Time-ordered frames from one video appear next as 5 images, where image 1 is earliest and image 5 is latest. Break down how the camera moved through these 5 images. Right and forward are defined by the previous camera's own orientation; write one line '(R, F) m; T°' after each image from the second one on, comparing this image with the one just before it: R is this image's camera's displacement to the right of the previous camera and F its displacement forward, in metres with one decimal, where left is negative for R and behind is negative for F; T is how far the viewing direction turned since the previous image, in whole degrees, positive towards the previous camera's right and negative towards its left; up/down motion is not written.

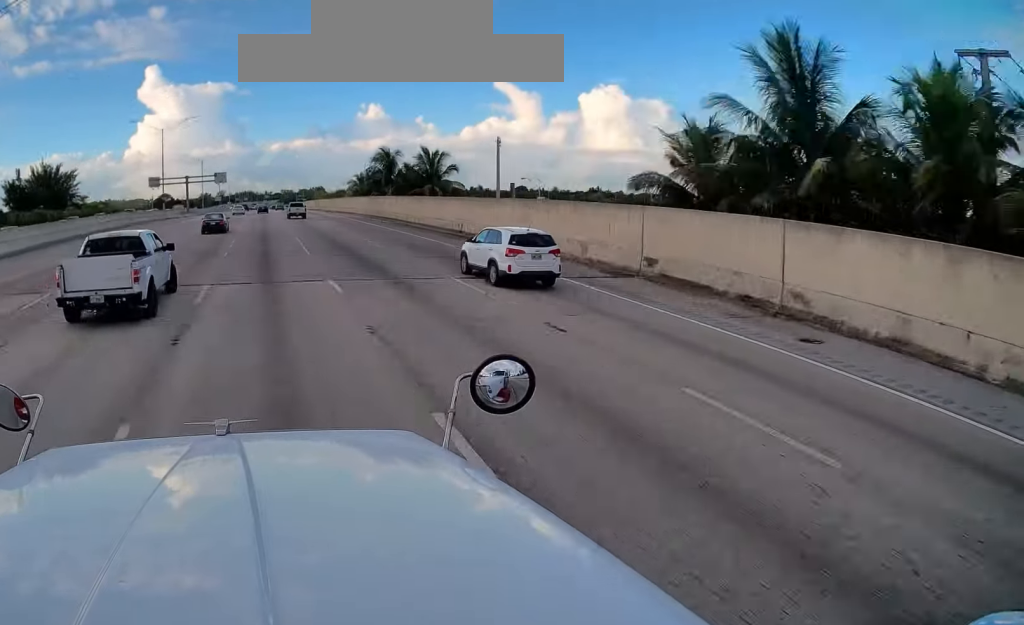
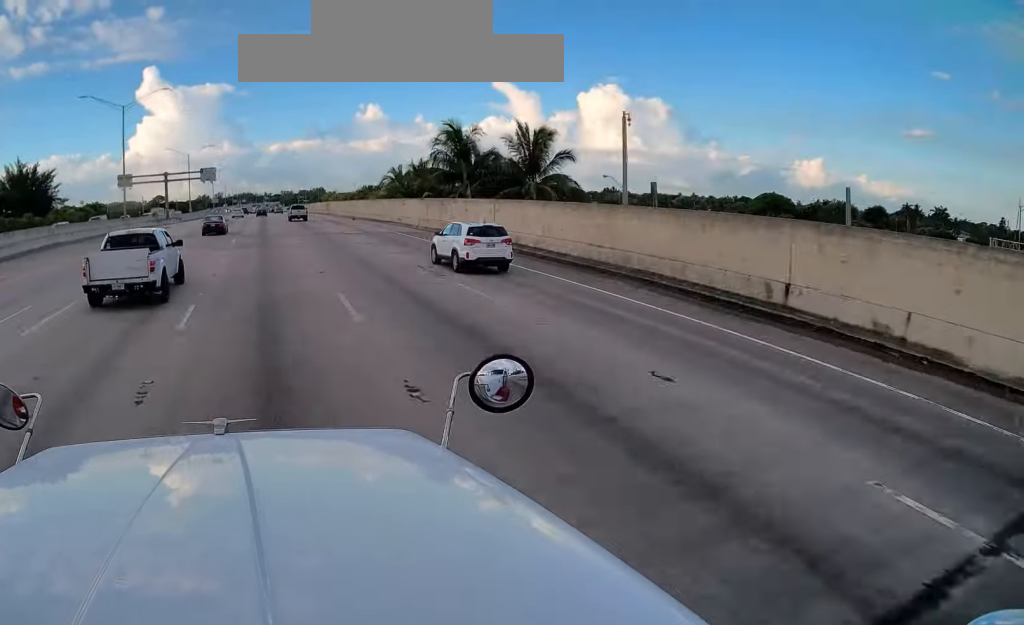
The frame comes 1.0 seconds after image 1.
(-0.5, +26.2) m; -1°
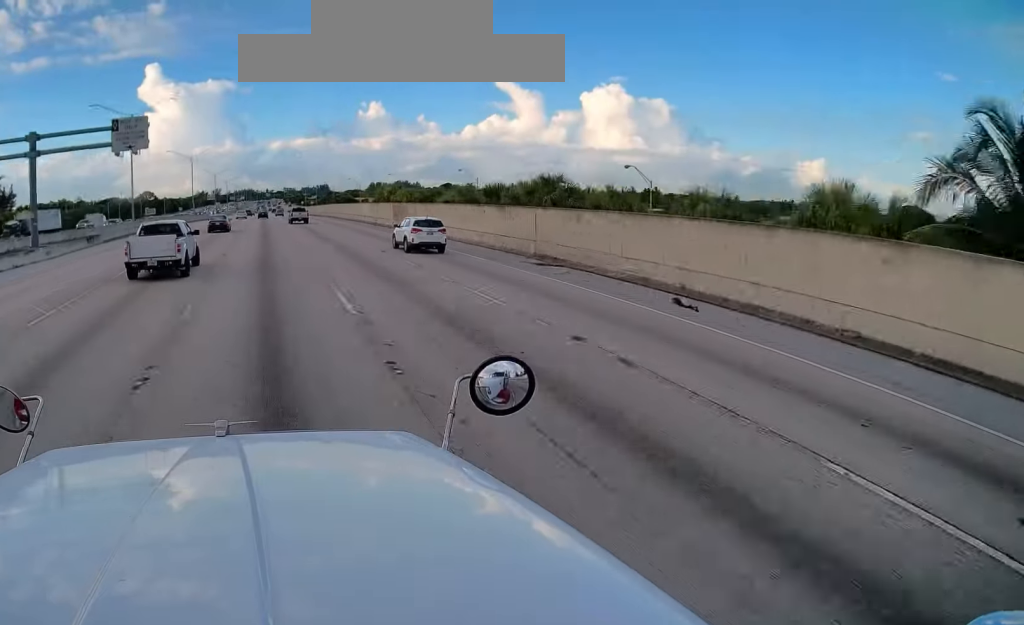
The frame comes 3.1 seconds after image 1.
(+0.5, +56.0) m; +1°
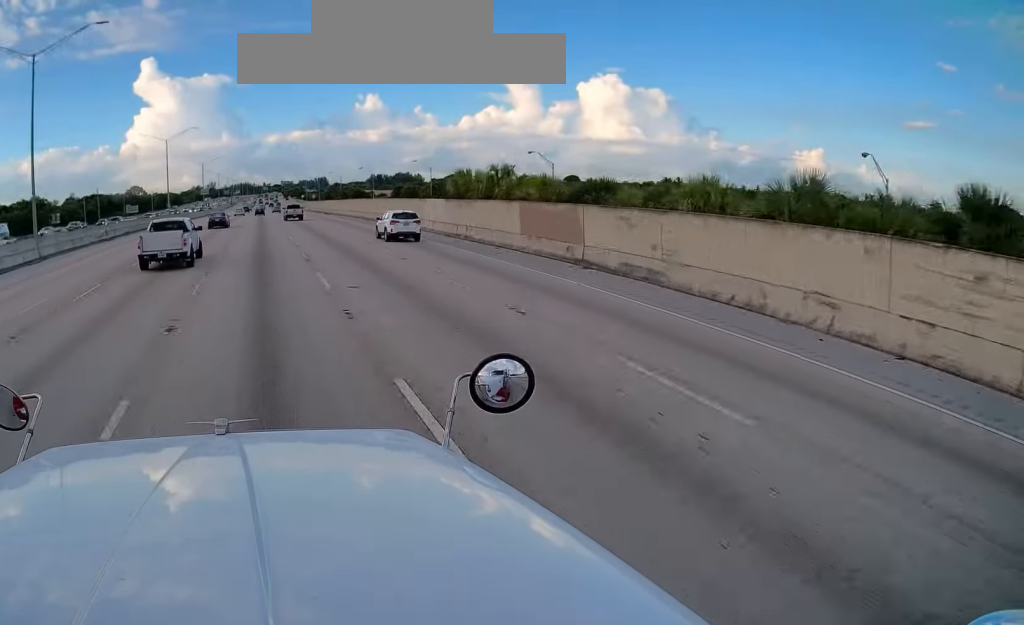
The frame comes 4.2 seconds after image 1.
(0.0, +26.1) m; 0°
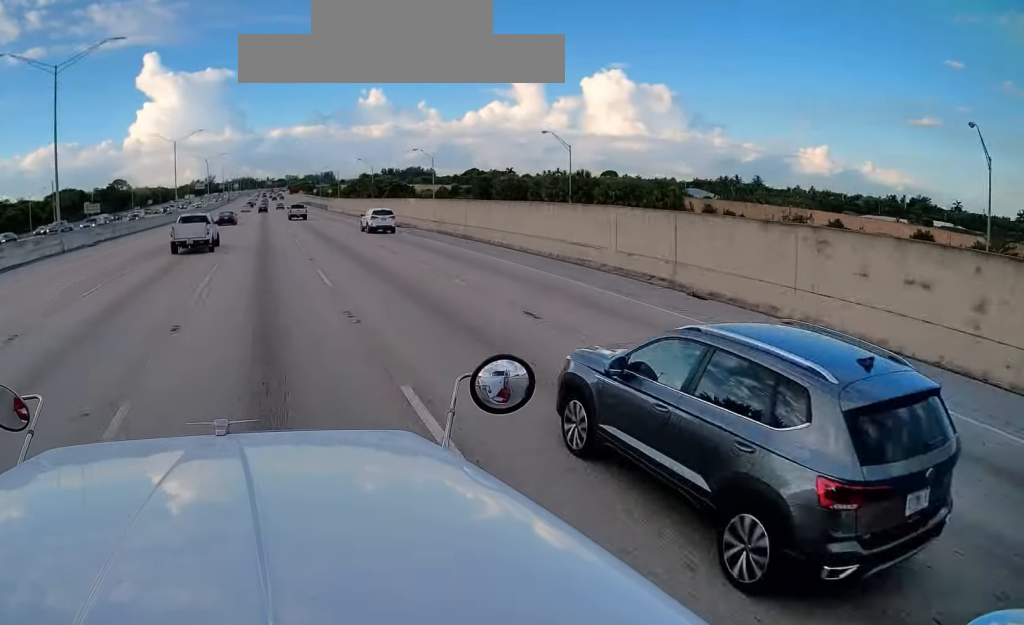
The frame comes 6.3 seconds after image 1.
(+0.1, +53.9) m; +1°
